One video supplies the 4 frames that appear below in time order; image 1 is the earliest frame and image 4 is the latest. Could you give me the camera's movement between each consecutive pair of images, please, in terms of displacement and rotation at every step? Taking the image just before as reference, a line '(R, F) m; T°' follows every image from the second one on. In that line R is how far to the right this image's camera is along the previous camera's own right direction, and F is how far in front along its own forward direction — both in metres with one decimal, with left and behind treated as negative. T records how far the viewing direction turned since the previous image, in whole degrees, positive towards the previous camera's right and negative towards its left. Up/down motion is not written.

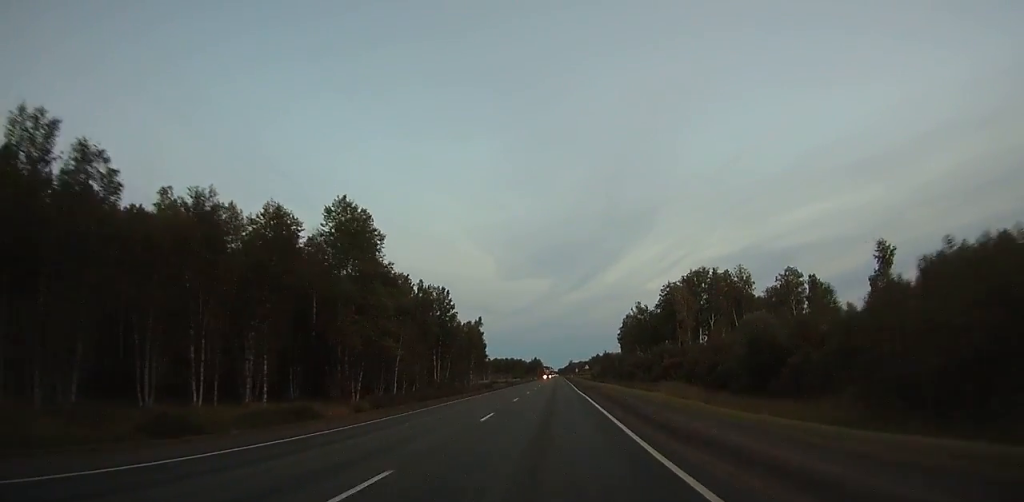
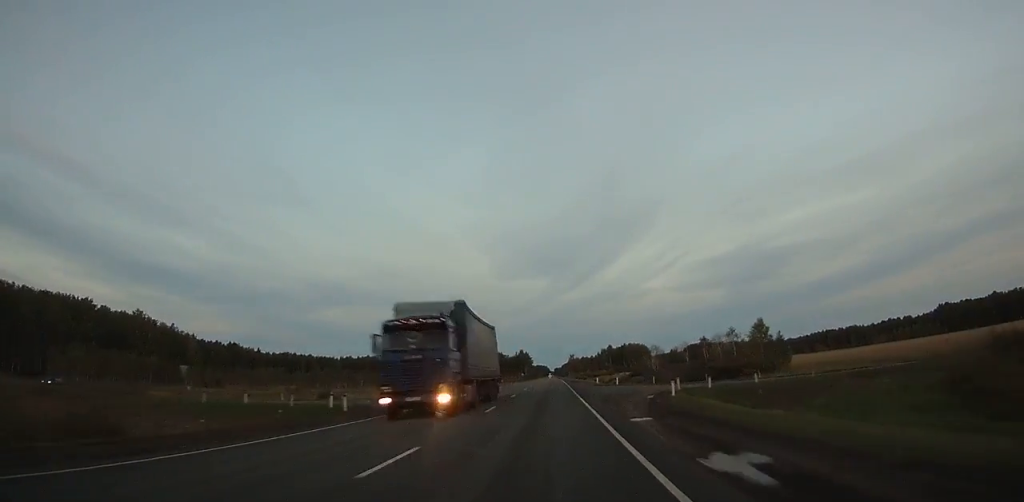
(+0.8, +206.7) m; +1°
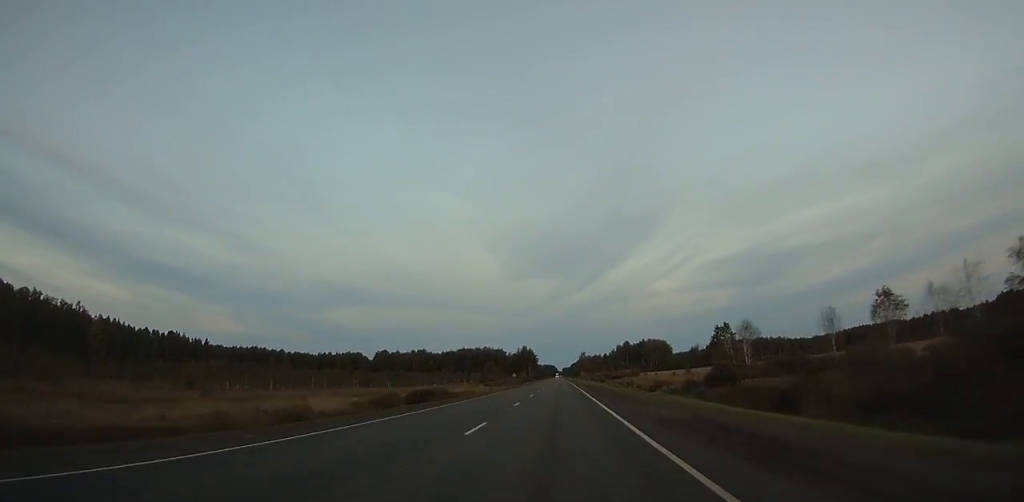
(+0.1, +65.7) m; 0°
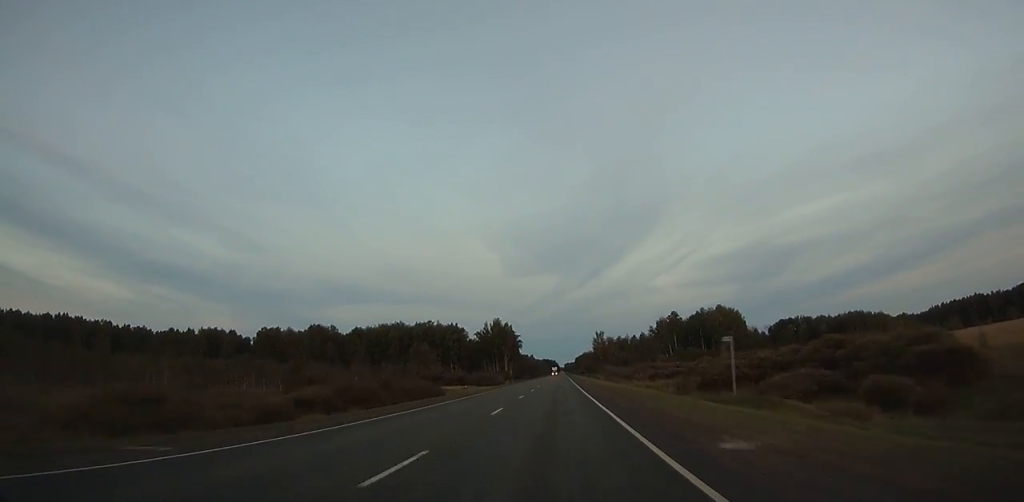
(-2.4, +190.7) m; -1°
